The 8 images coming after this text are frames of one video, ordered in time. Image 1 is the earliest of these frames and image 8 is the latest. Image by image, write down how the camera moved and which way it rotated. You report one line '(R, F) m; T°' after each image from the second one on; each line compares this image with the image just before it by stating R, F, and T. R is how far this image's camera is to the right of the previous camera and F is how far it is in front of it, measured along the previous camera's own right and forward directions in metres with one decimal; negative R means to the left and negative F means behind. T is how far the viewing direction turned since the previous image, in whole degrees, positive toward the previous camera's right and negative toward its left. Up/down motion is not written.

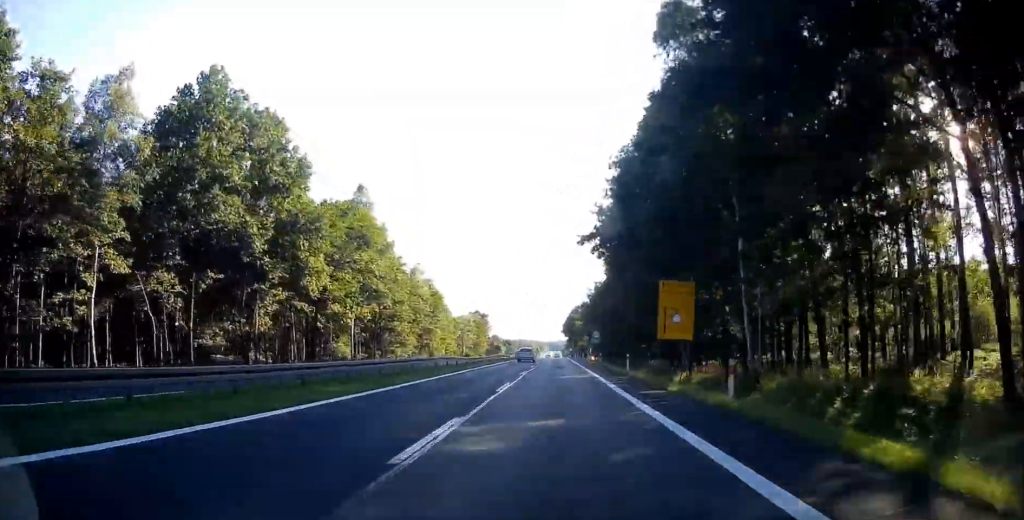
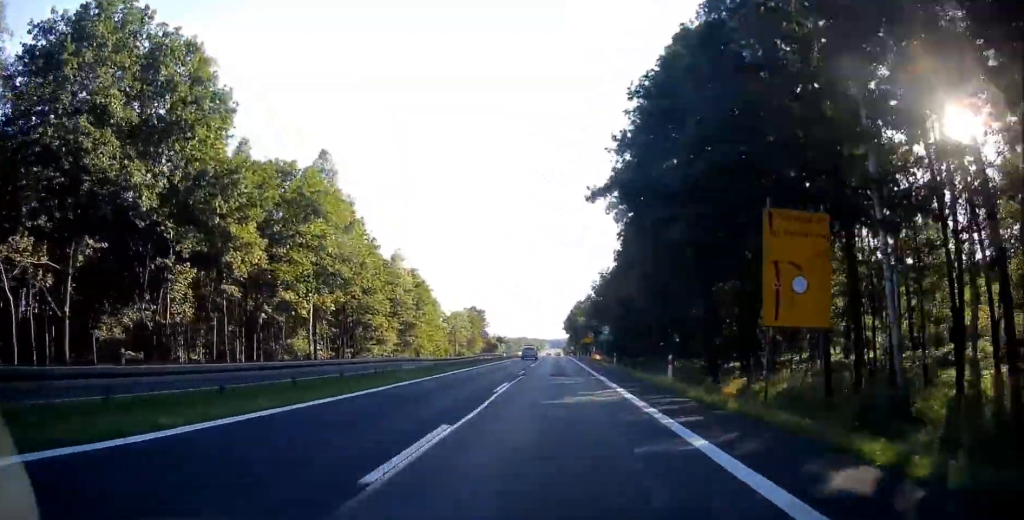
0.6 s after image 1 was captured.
(+0.8, +12.7) m; +1°
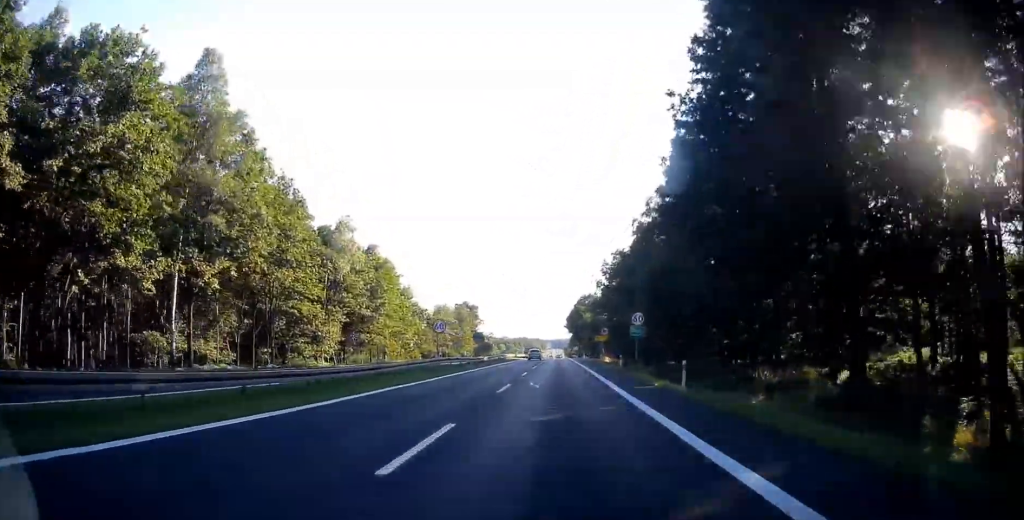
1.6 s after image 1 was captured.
(0.0, +23.1) m; +1°
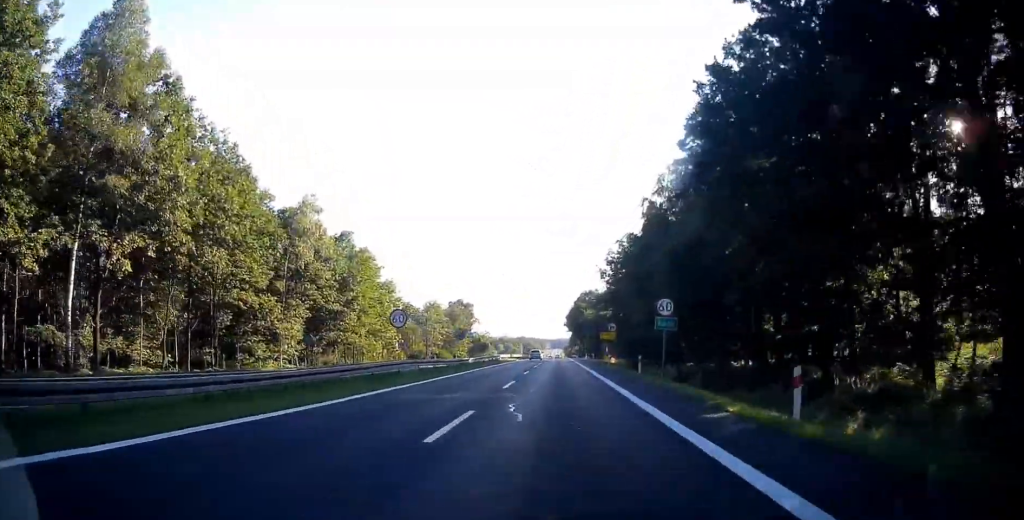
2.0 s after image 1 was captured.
(-0.2, +9.7) m; 0°
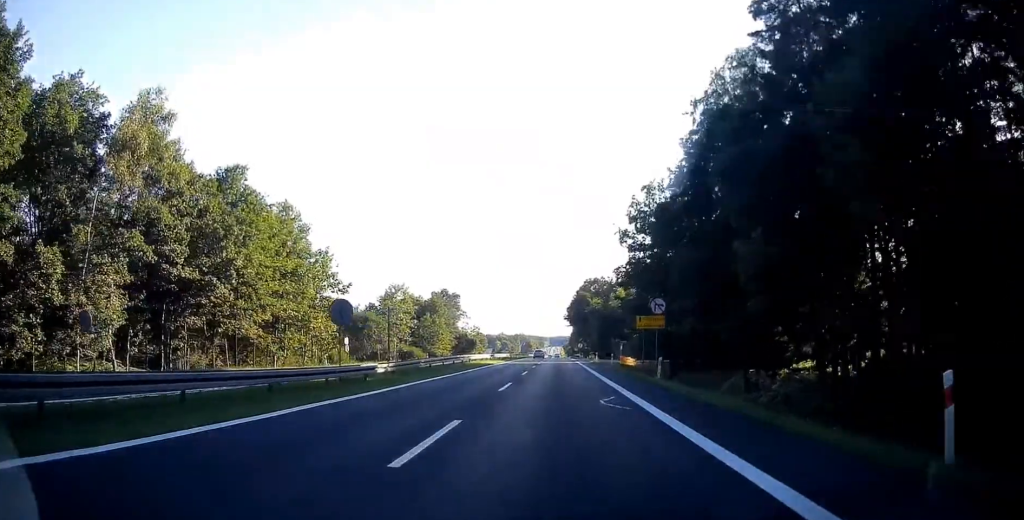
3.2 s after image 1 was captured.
(+0.4, +25.4) m; -3°
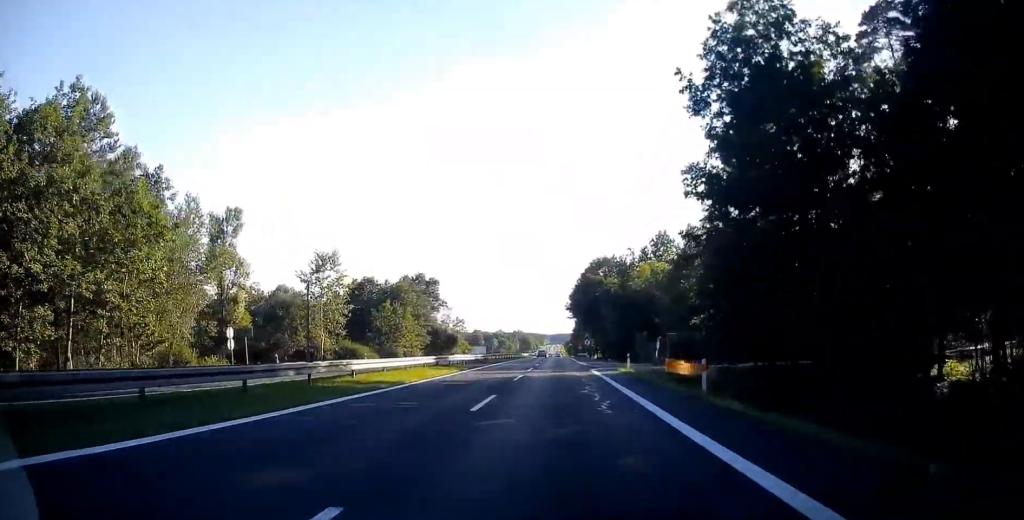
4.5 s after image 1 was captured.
(-1.4, +30.4) m; 0°
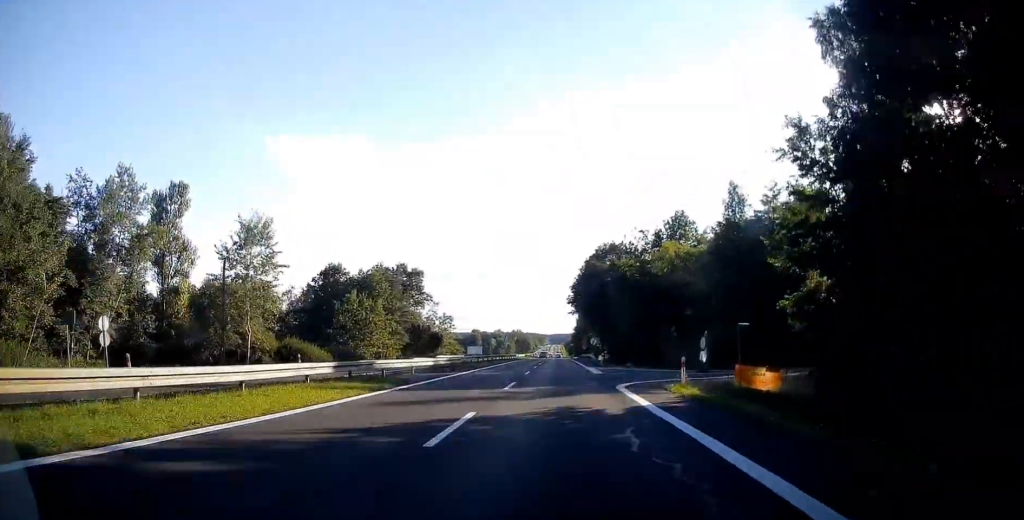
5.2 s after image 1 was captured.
(+0.4, +16.7) m; +2°
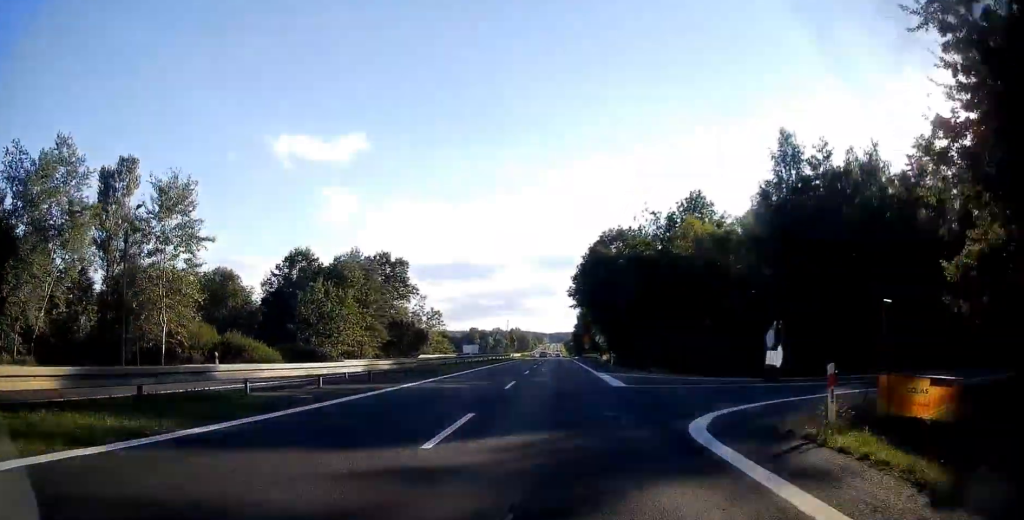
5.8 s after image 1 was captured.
(+0.3, +12.1) m; +1°
